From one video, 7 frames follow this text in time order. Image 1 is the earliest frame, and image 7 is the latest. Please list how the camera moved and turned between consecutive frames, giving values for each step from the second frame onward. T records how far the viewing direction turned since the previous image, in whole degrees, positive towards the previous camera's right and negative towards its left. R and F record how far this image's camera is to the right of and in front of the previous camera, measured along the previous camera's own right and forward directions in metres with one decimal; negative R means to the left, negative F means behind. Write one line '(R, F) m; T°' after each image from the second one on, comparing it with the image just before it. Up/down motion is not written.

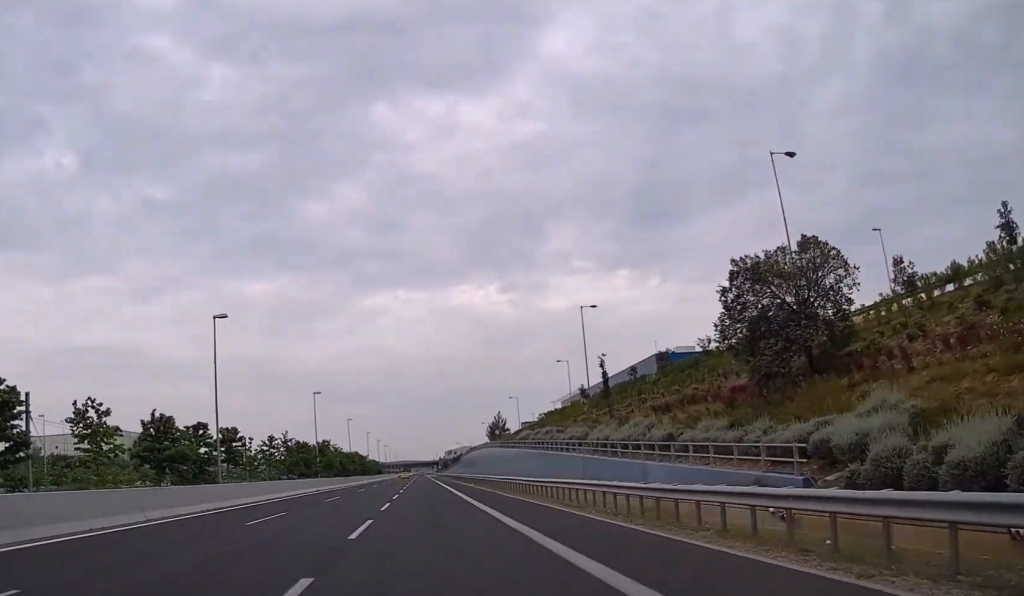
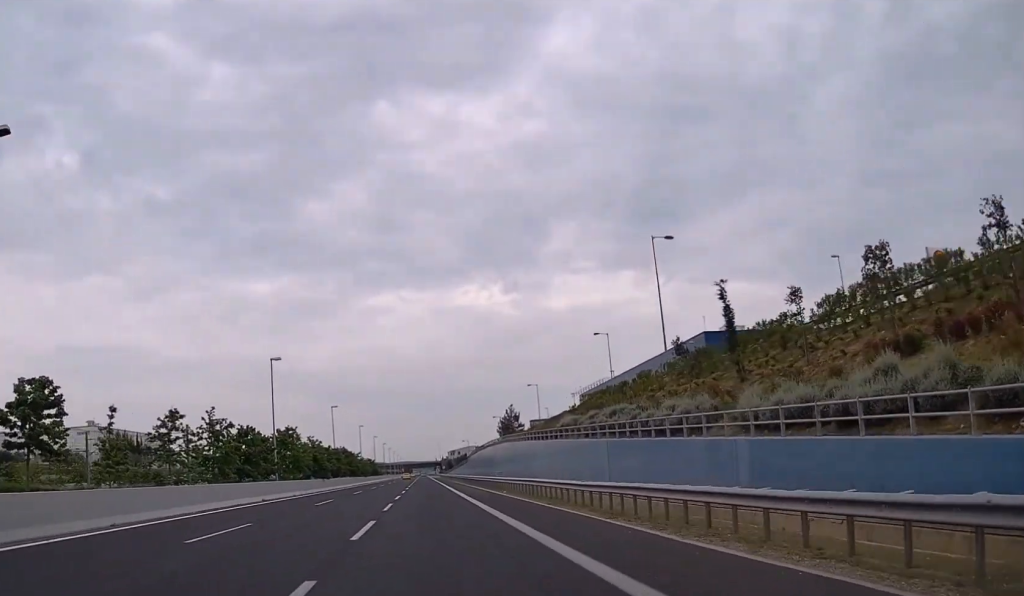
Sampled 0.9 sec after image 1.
(+0.1, +24.5) m; 0°
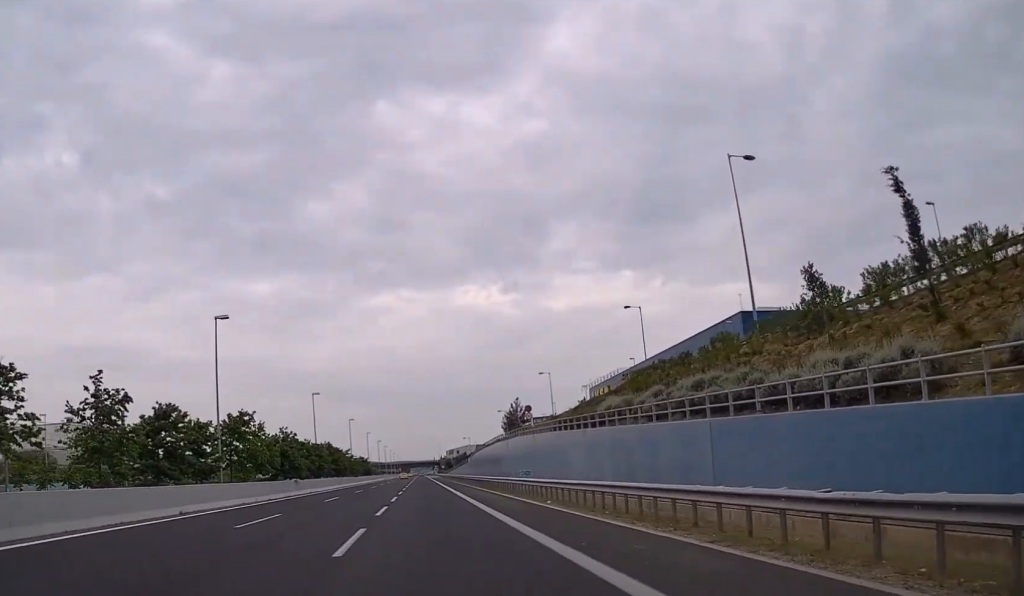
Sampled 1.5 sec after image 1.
(-0.1, +15.8) m; 0°
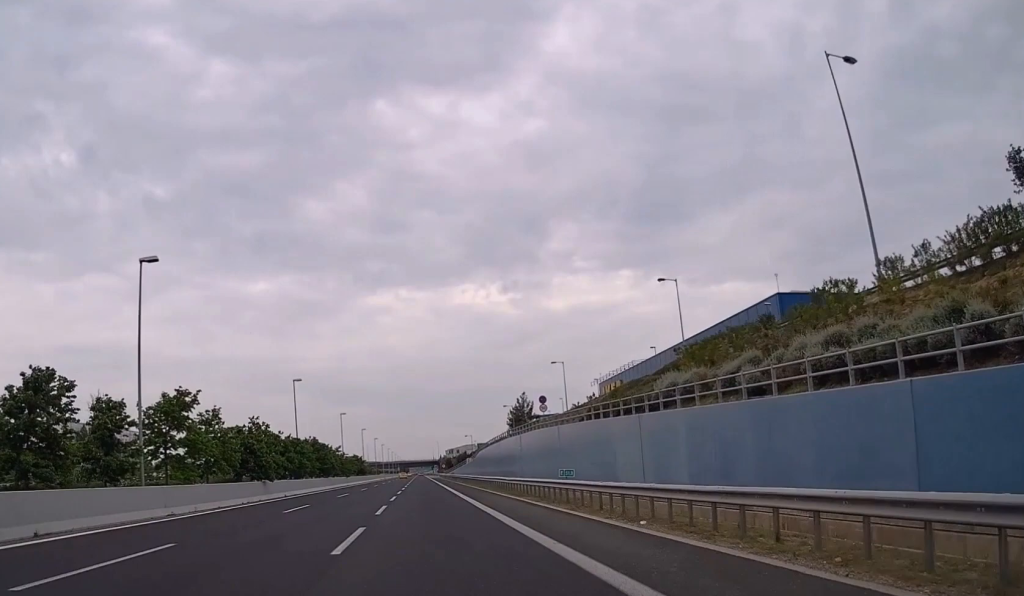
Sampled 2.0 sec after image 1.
(0.0, +11.4) m; 0°
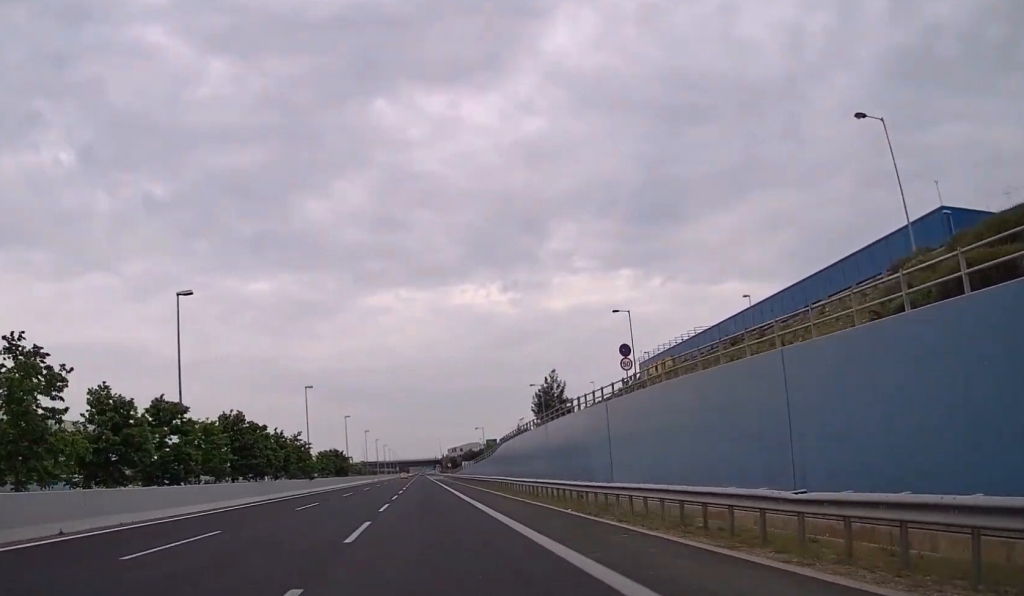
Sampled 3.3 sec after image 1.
(0.0, +34.1) m; 0°
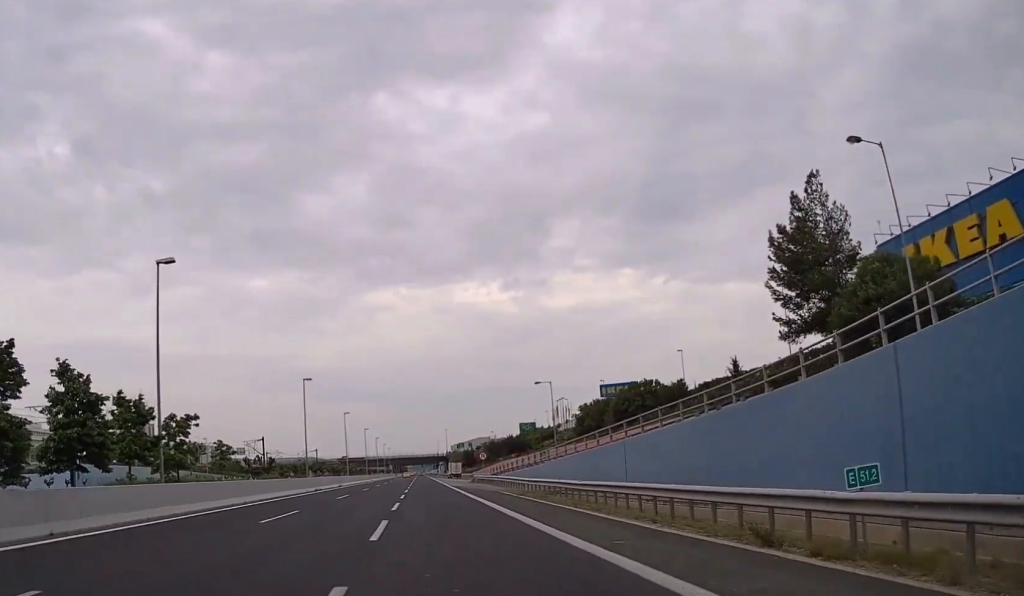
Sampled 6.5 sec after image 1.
(+0.1, +84.4) m; 0°
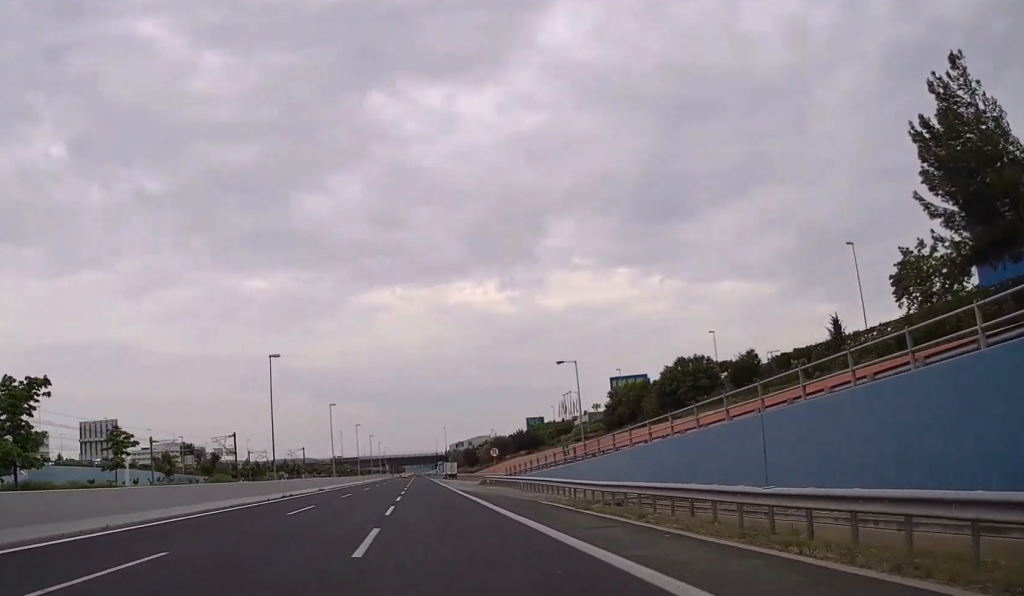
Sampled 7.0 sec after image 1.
(0.0, +14.9) m; 0°
